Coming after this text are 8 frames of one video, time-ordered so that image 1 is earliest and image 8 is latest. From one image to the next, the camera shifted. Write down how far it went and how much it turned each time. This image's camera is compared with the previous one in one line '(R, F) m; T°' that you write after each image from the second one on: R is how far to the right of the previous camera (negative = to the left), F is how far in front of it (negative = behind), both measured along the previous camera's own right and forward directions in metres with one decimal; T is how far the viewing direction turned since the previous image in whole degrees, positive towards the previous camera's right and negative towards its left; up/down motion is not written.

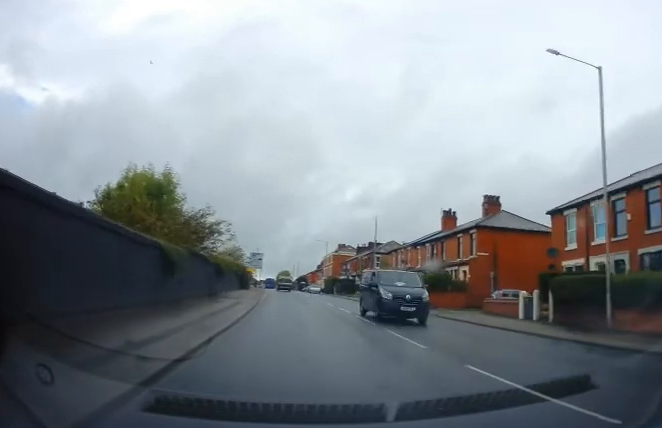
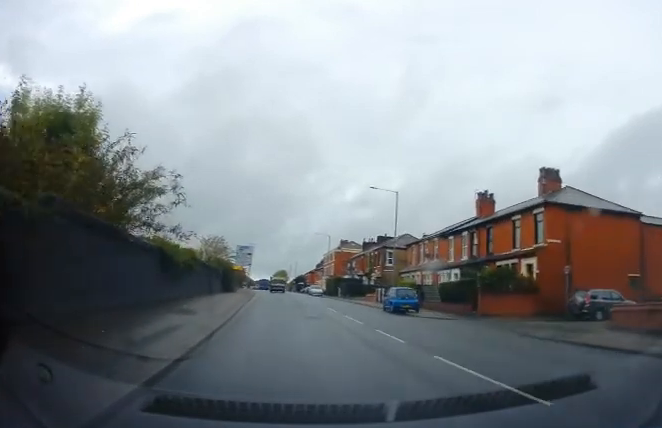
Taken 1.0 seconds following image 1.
(+0.1, +11.5) m; 0°
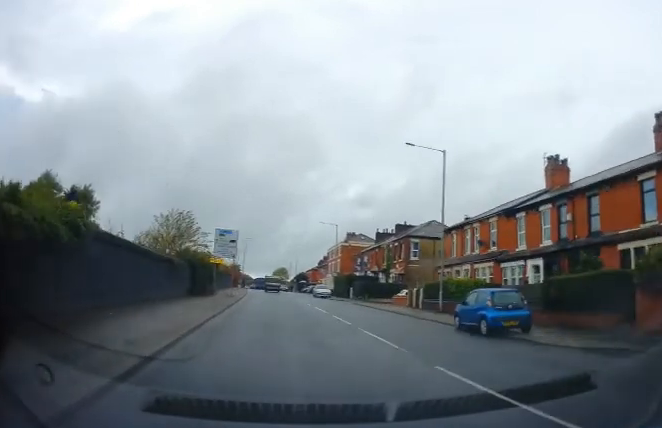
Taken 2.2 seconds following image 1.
(-0.2, +13.1) m; -2°
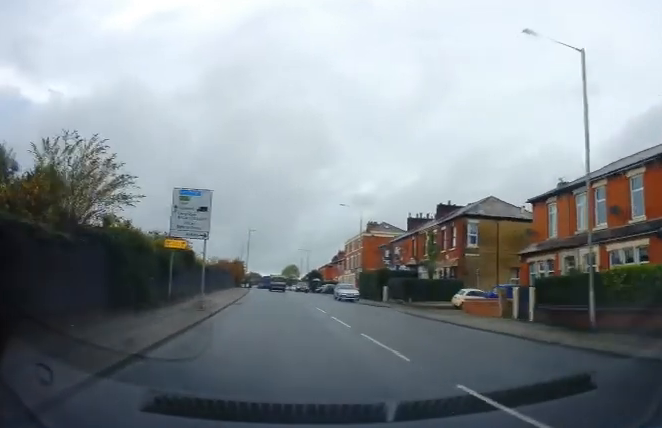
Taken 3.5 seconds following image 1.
(-0.1, +14.1) m; -1°
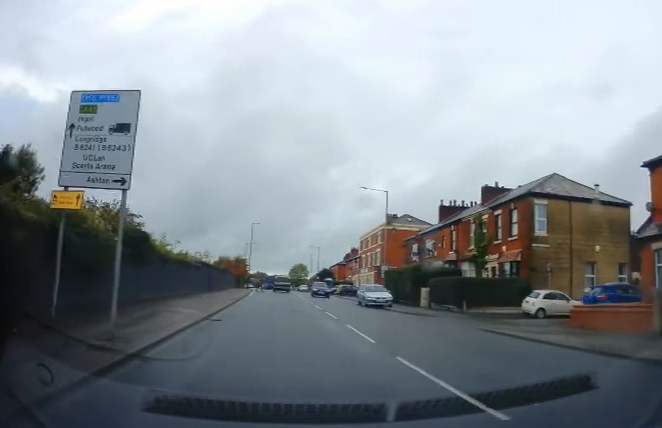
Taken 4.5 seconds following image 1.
(0.0, +9.6) m; -1°
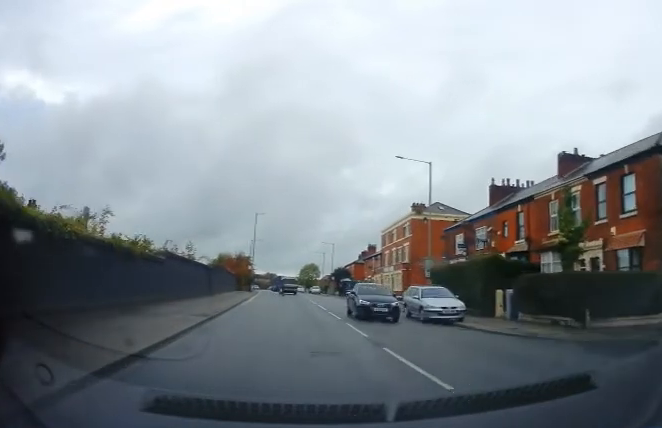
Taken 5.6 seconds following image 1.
(-0.3, +10.6) m; -3°
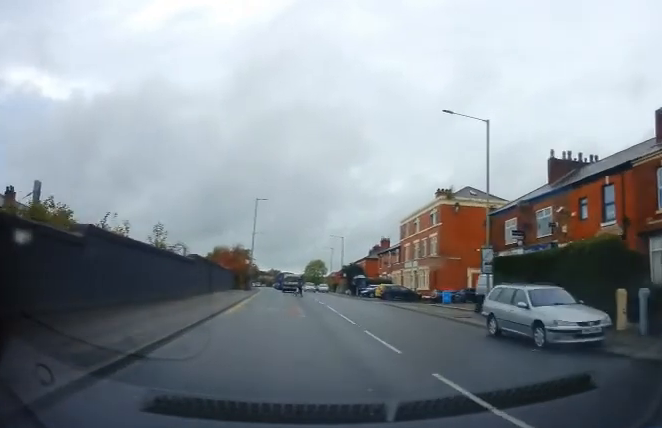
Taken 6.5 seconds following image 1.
(-0.2, +8.7) m; 0°
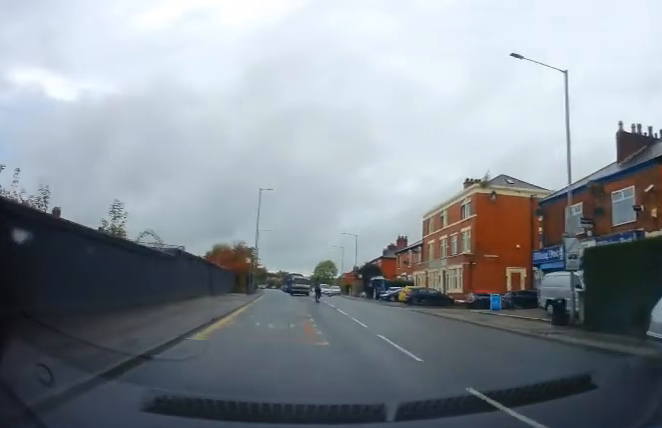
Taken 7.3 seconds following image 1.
(+0.3, +7.2) m; 0°
